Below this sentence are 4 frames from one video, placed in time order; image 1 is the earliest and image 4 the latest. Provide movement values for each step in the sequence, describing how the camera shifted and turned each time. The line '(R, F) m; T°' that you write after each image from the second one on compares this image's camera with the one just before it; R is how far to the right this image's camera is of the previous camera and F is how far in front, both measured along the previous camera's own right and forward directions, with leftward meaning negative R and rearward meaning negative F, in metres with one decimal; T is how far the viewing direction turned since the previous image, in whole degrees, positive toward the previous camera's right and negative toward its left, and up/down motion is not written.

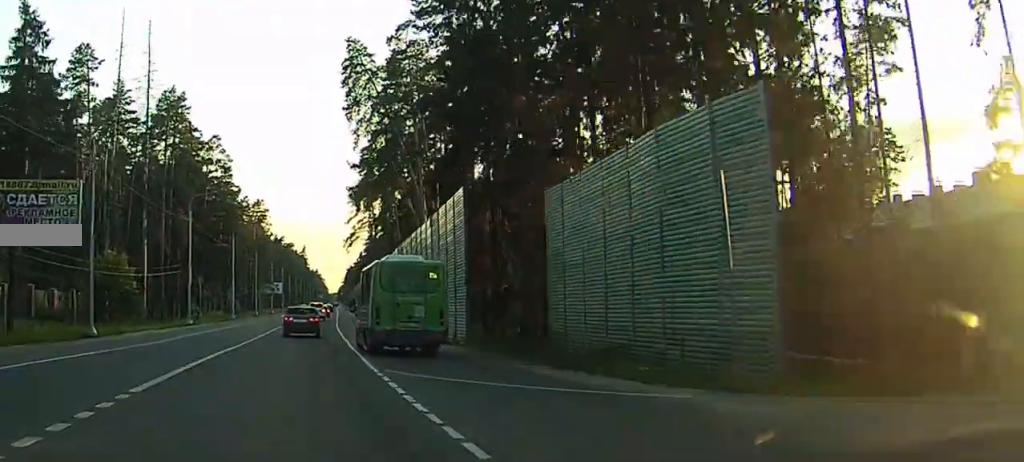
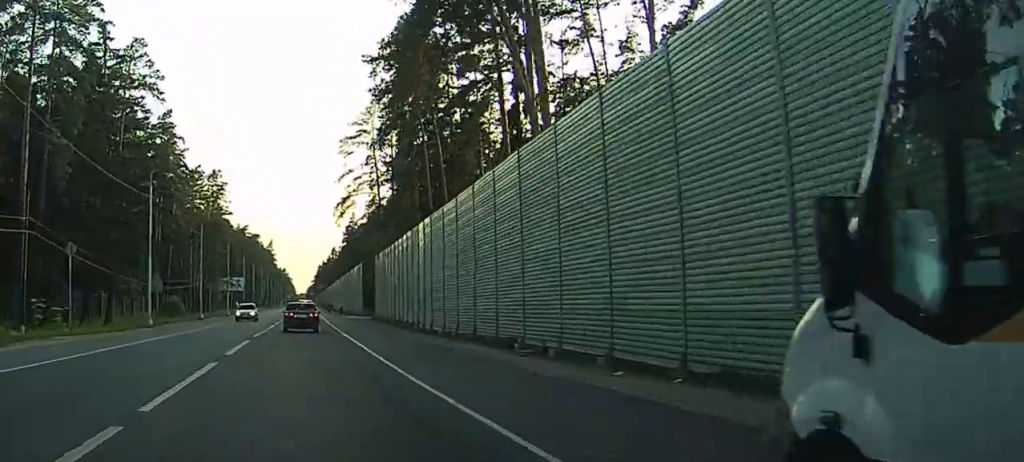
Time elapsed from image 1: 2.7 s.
(+0.4, +45.9) m; -1°
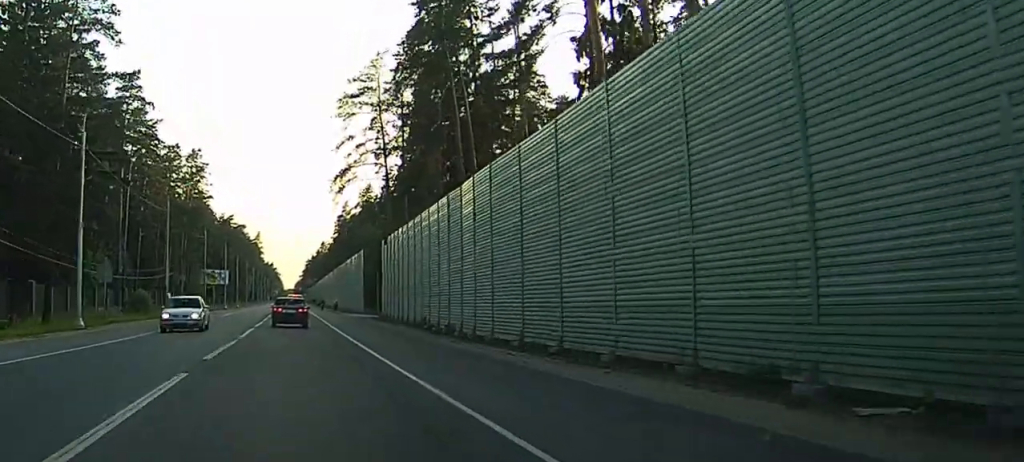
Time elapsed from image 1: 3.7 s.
(-0.3, +17.0) m; -1°
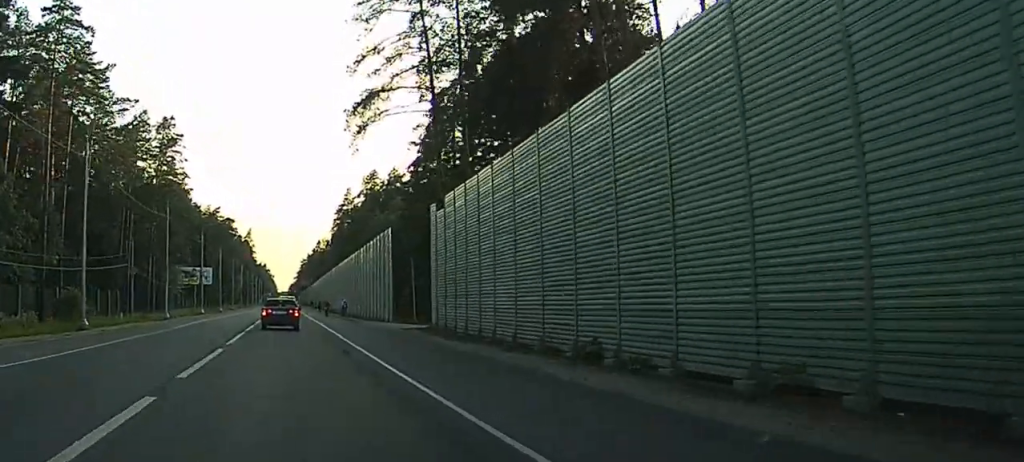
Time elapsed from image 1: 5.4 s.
(+0.4, +28.3) m; +3°
